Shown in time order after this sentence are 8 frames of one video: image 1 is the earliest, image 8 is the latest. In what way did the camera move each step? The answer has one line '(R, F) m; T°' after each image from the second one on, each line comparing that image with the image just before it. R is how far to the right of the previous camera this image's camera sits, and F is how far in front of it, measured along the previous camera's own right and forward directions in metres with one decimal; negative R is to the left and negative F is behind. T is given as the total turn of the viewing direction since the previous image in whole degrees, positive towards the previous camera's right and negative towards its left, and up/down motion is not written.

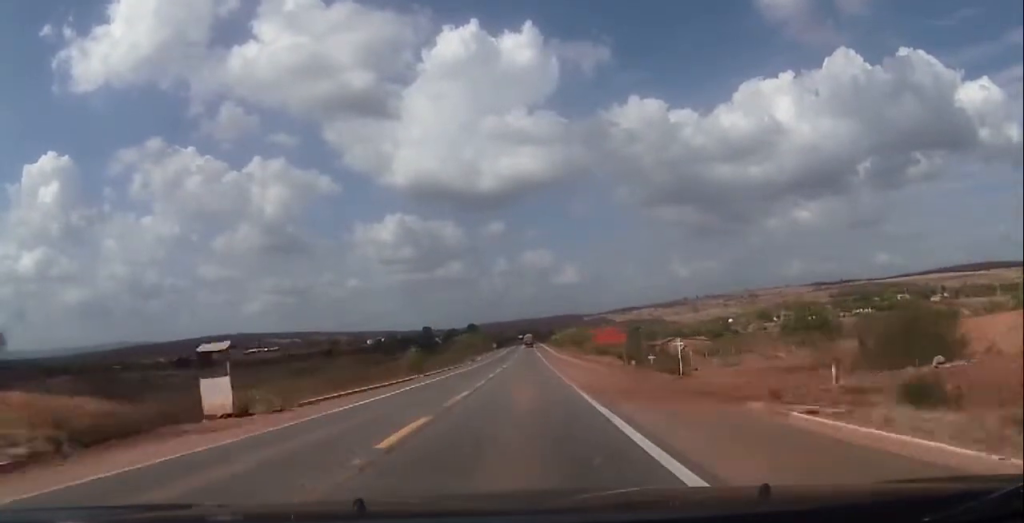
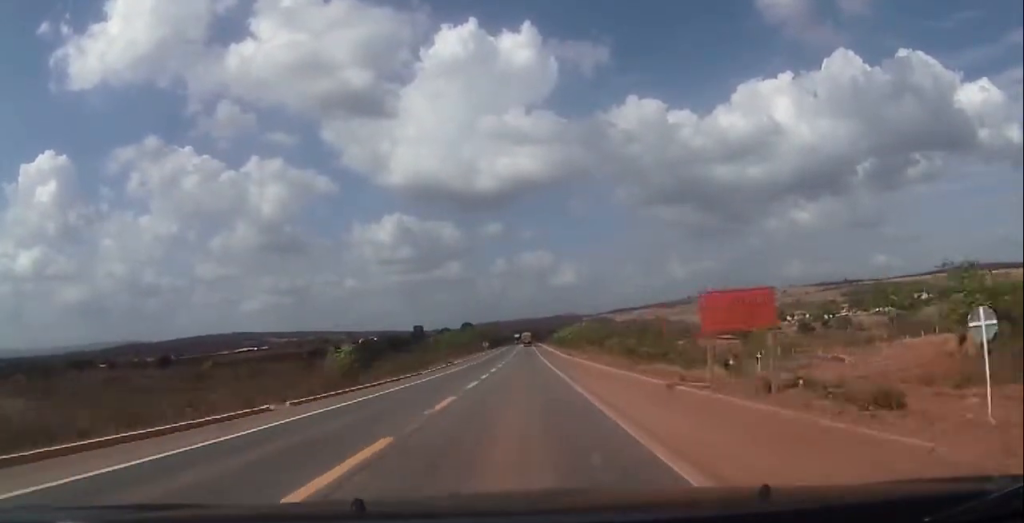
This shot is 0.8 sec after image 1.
(-0.4, +28.0) m; 0°
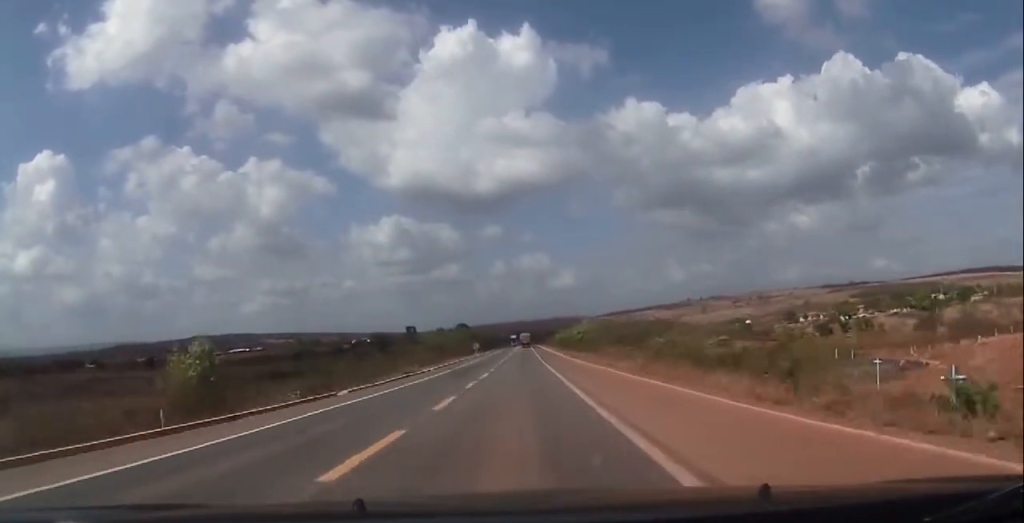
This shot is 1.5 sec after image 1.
(+0.3, +23.1) m; 0°
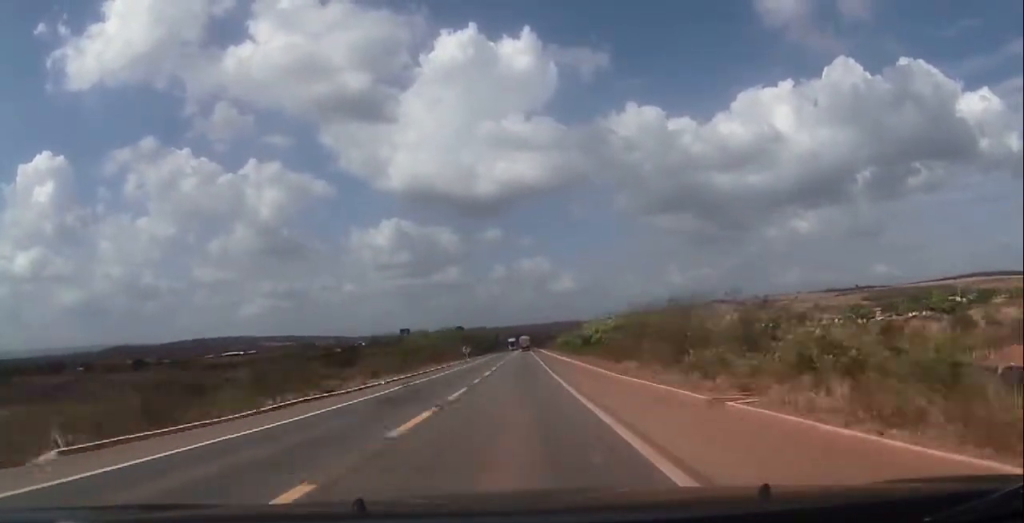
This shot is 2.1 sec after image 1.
(0.0, +20.7) m; 0°
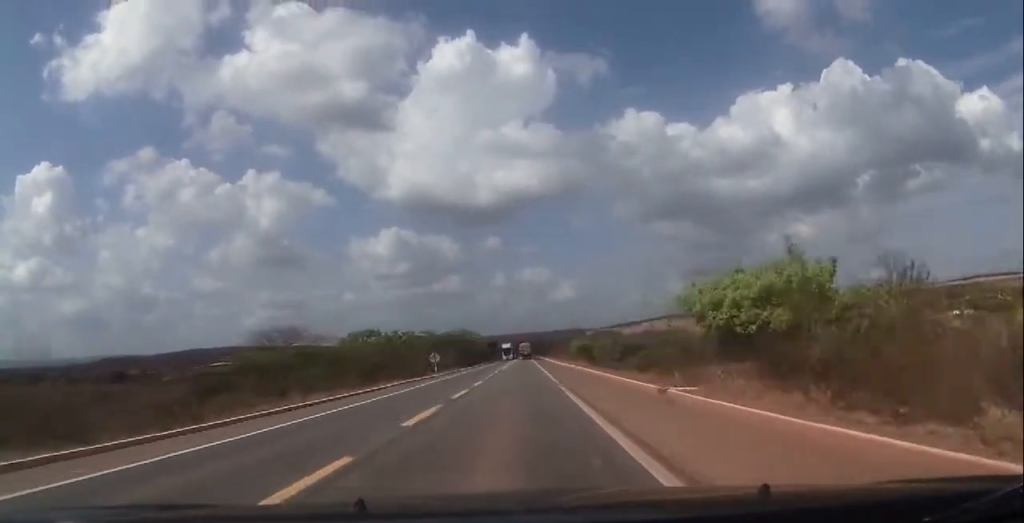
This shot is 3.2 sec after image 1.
(-0.1, +38.7) m; +1°
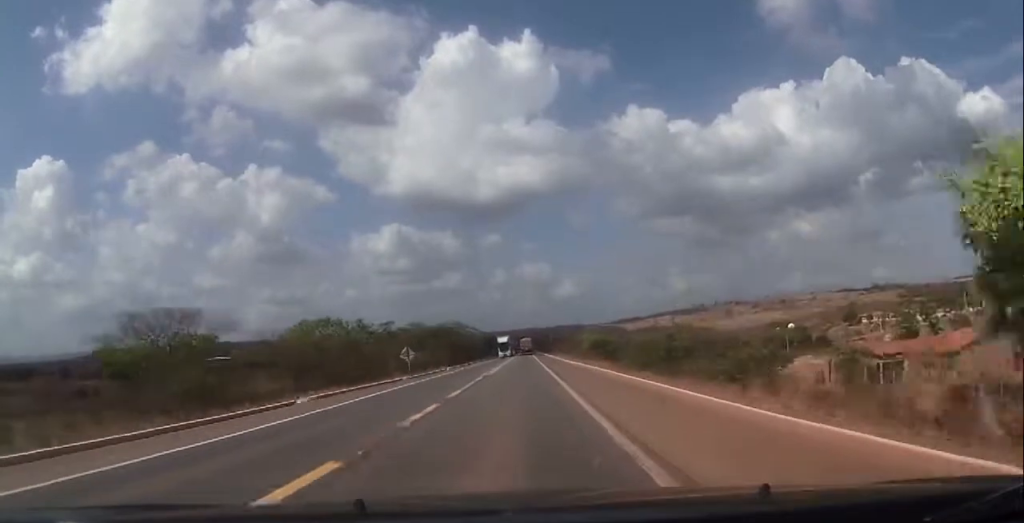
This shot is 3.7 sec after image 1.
(+0.2, +16.9) m; +1°
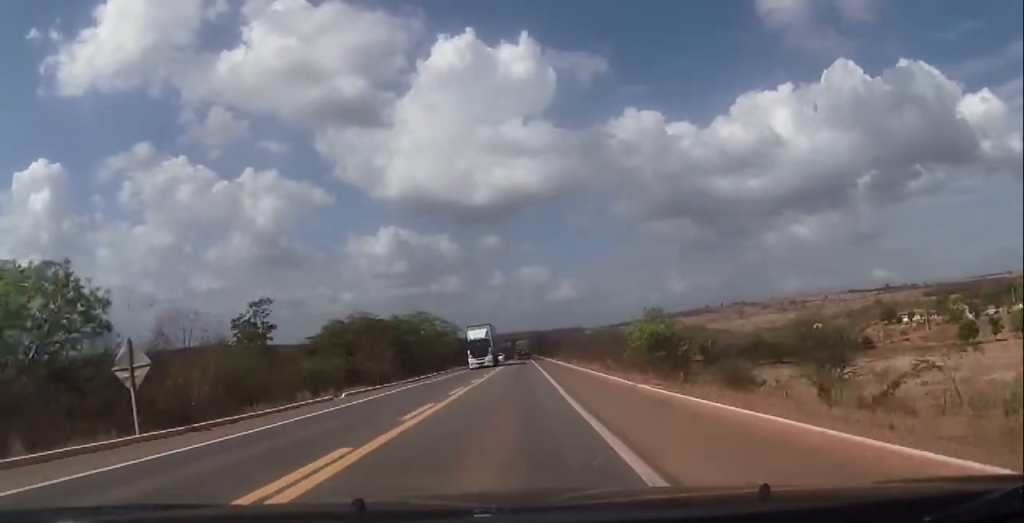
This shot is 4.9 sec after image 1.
(+0.1, +40.0) m; -1°
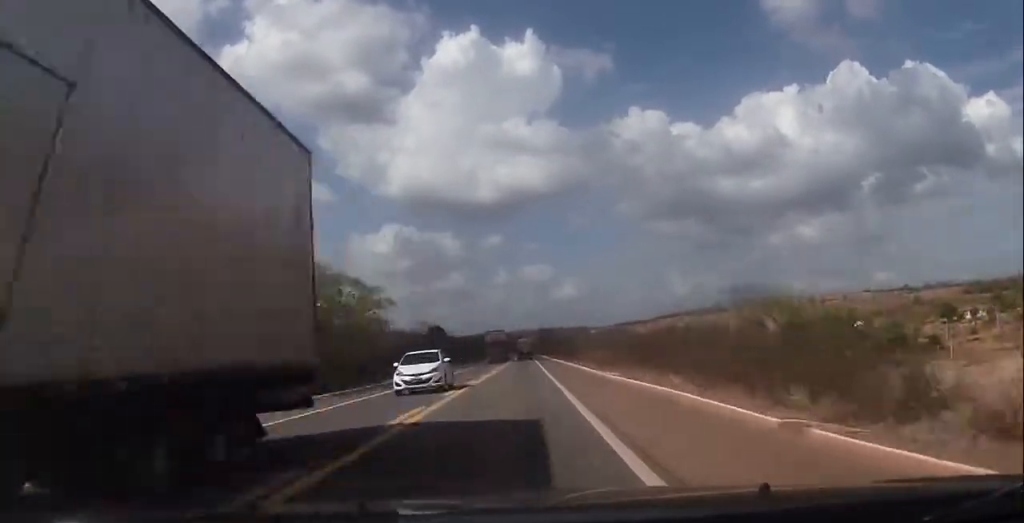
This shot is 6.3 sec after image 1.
(-0.7, +45.0) m; 0°
